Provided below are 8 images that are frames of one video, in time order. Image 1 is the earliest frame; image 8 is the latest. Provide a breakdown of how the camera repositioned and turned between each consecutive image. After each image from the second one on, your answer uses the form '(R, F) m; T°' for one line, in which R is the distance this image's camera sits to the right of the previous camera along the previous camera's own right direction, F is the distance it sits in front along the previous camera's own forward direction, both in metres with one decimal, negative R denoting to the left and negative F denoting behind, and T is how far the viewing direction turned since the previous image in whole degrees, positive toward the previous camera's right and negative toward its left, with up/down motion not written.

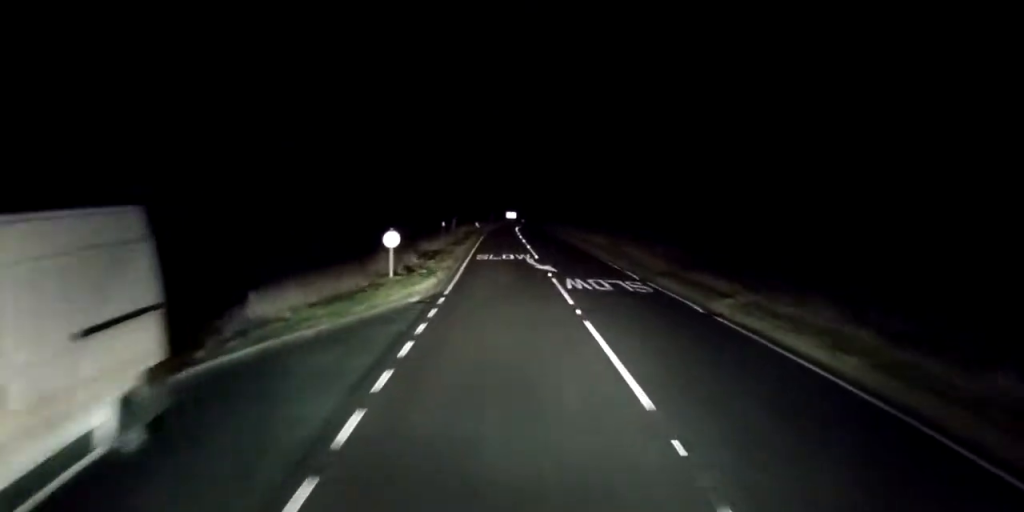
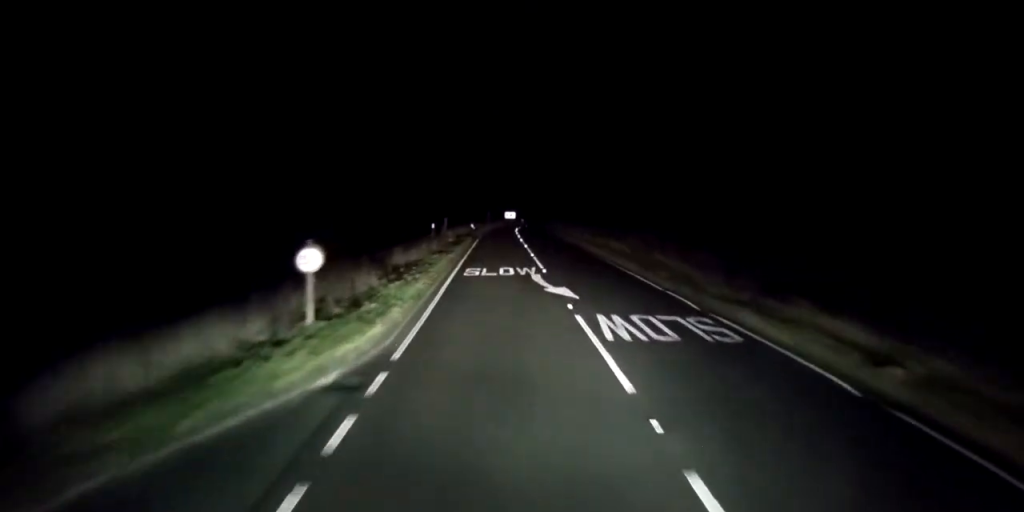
(0.0, +7.4) m; 0°
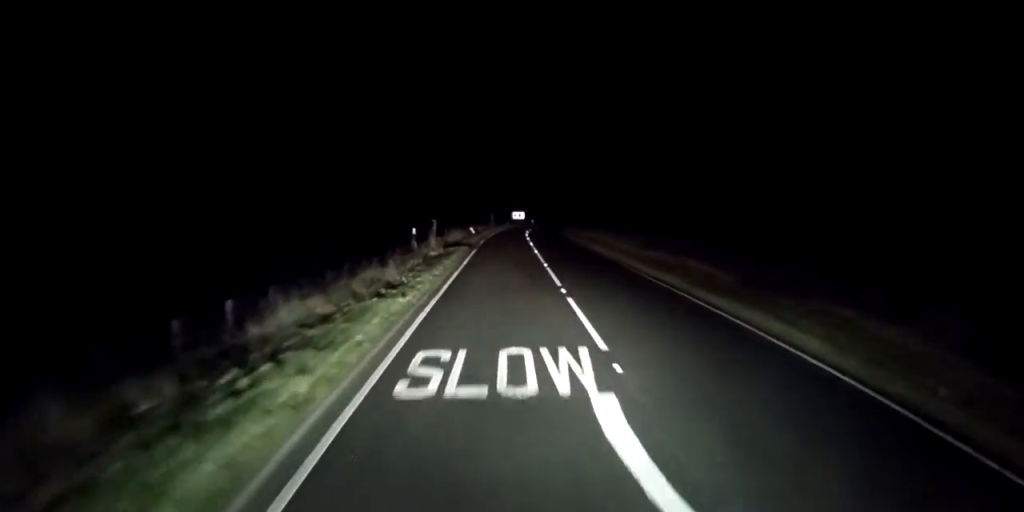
(-0.1, +14.3) m; -1°
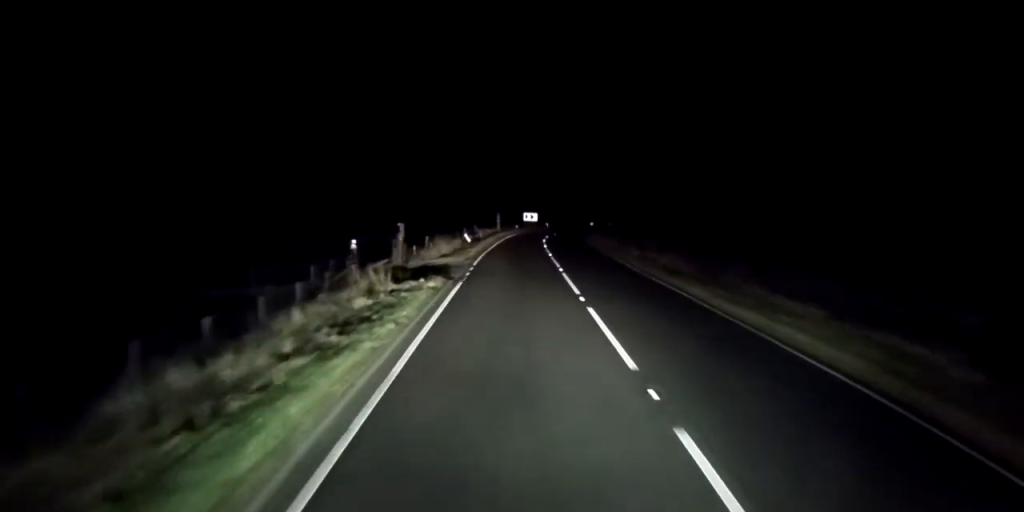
(-0.1, +18.3) m; 0°
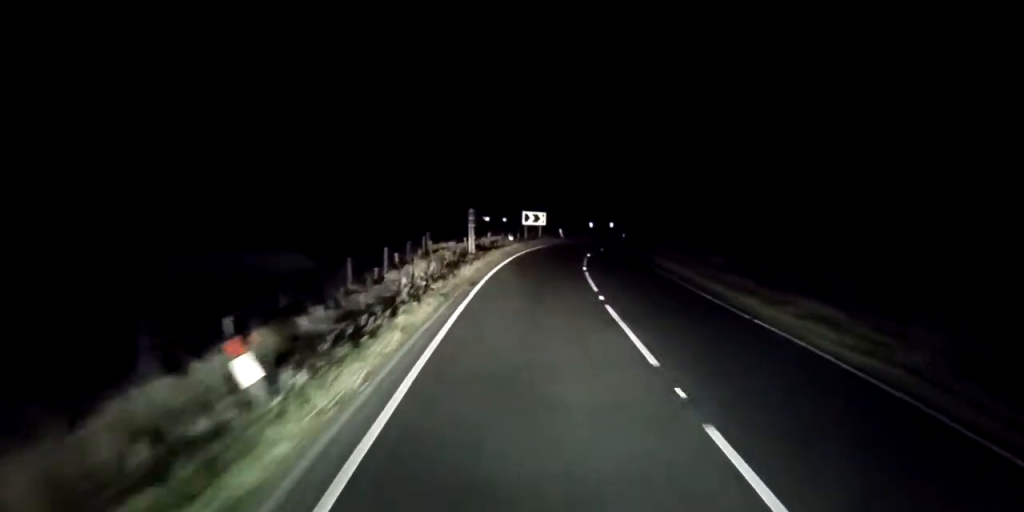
(+1.1, +35.1) m; +2°
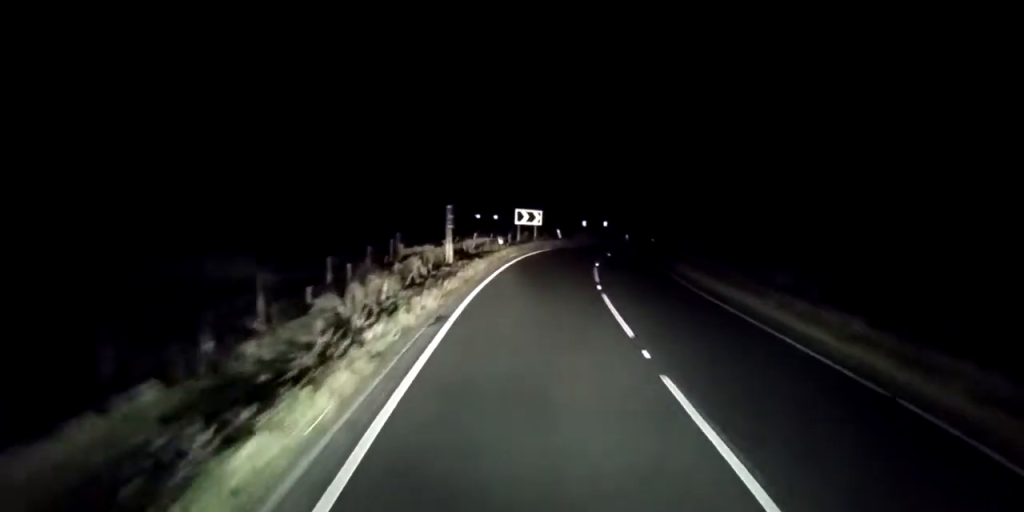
(0.0, +6.7) m; 0°
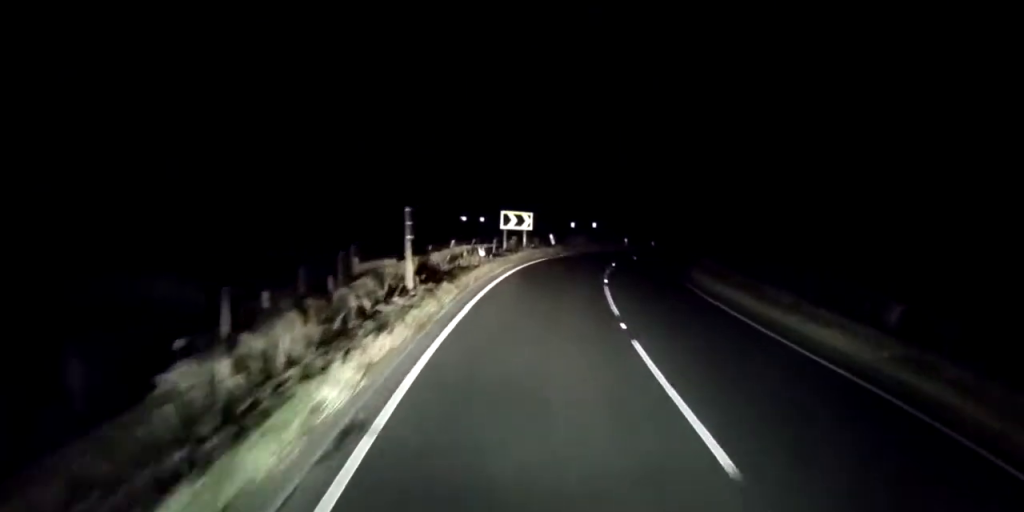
(0.0, +6.1) m; +2°
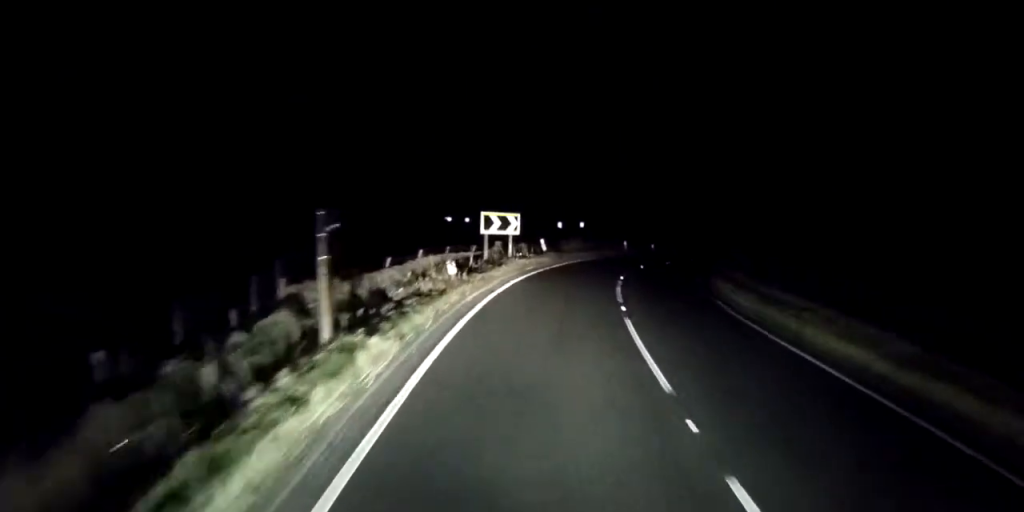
(-0.2, +6.1) m; +2°
